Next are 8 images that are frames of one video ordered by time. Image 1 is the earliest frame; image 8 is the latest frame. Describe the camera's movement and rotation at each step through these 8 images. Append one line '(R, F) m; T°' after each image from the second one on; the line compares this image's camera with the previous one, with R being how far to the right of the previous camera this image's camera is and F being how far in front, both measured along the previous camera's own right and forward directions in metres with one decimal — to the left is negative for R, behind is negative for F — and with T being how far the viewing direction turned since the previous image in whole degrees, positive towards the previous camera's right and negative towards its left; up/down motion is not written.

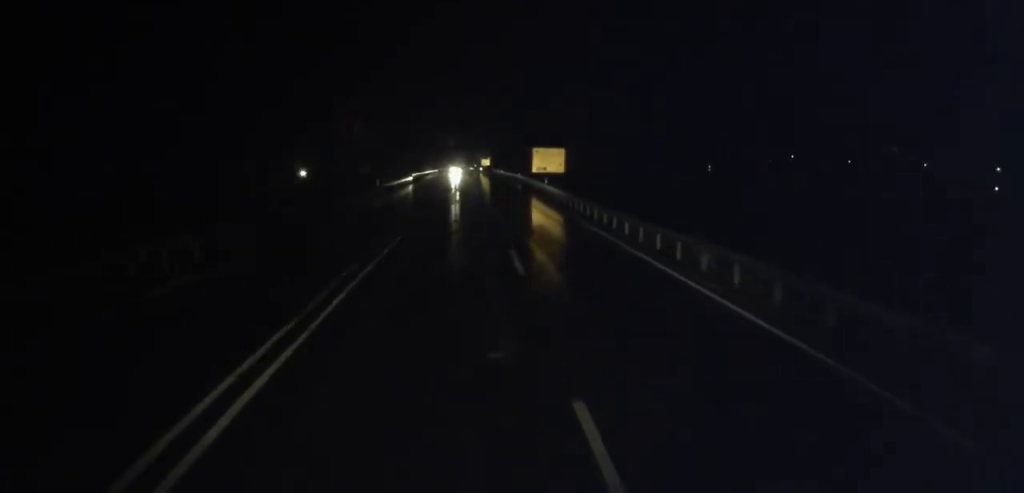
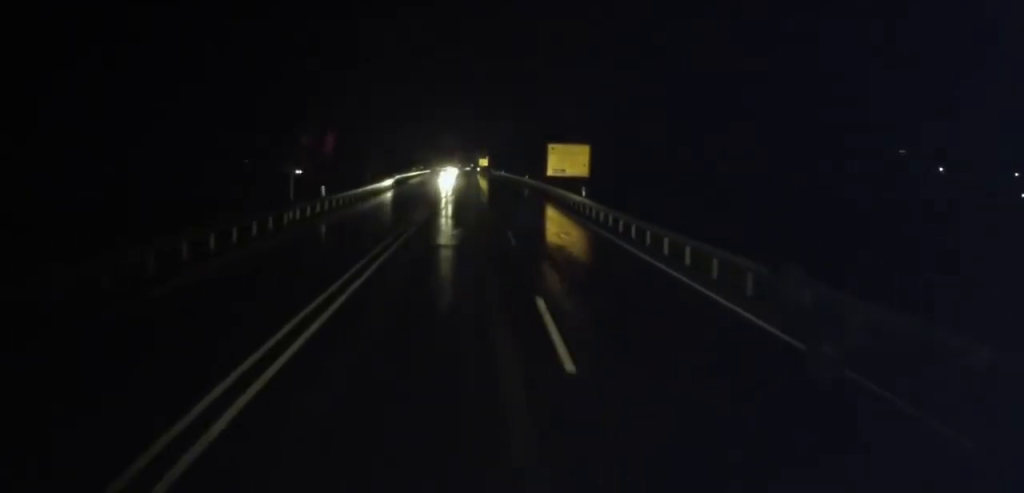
(0.0, +18.7) m; +1°
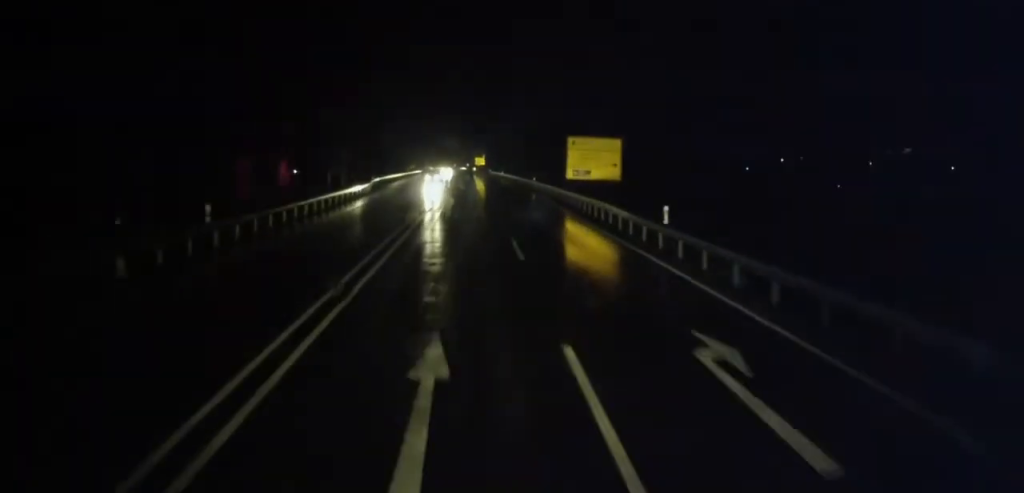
(+0.3, +15.1) m; 0°
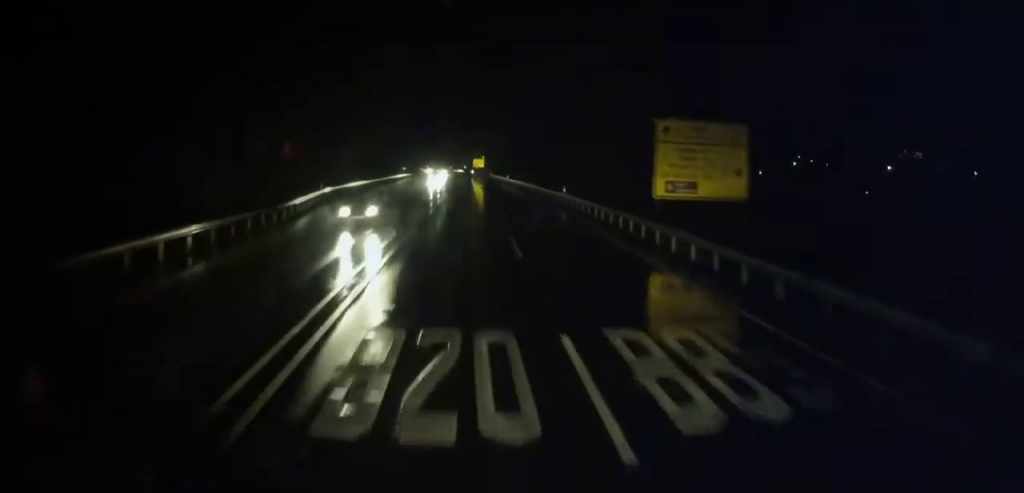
(-0.3, +23.2) m; 0°
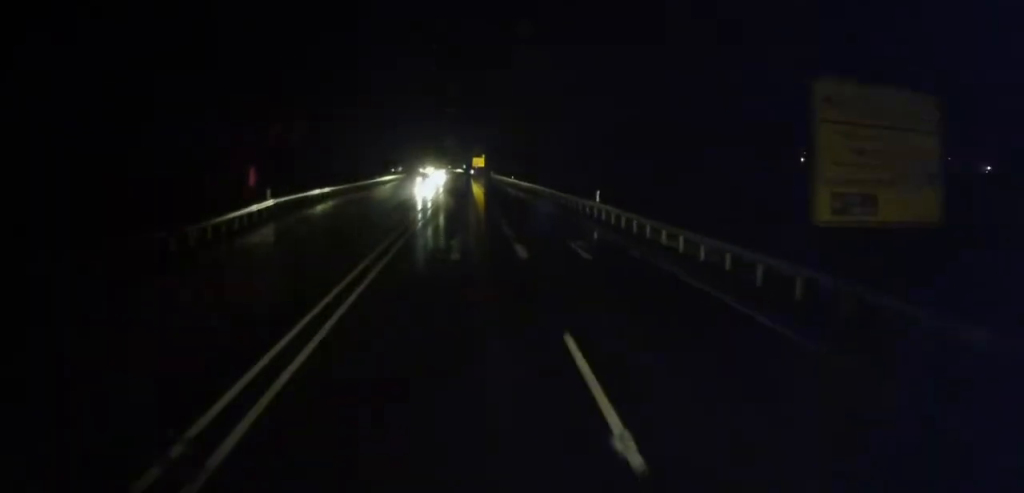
(+0.3, +12.0) m; 0°
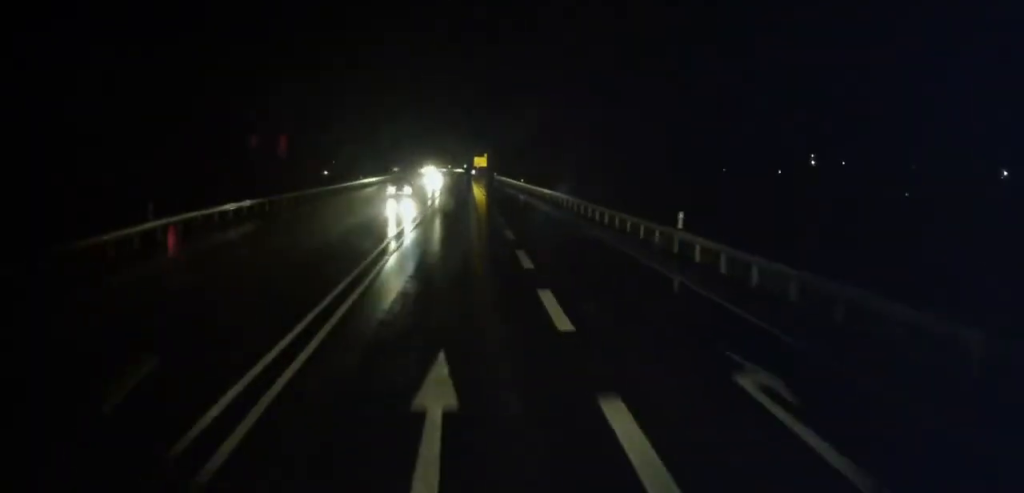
(-0.1, +13.2) m; 0°
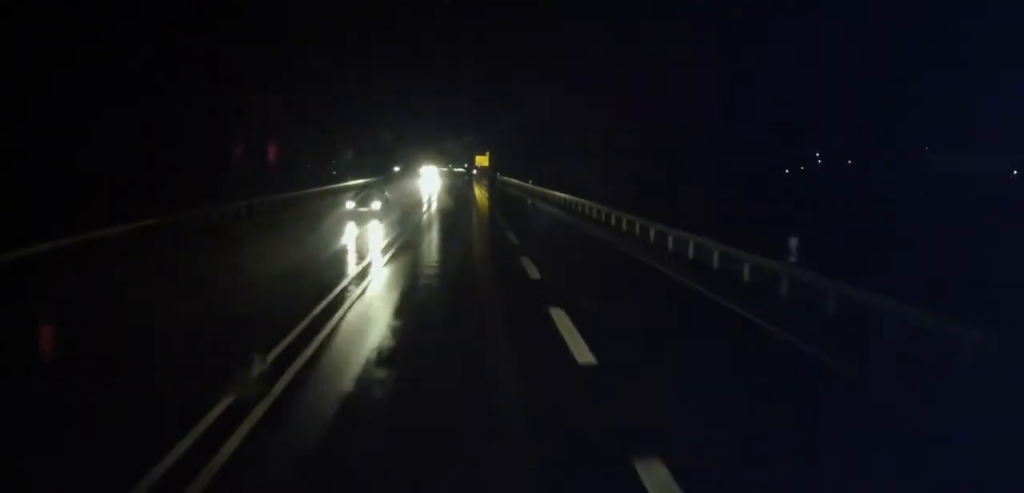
(-0.2, +7.5) m; 0°
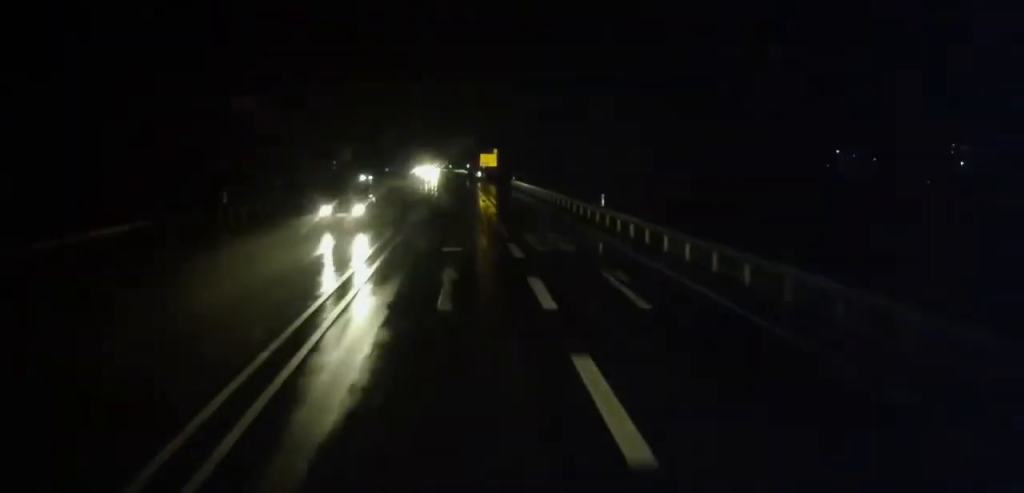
(+0.1, +32.5) m; 0°
